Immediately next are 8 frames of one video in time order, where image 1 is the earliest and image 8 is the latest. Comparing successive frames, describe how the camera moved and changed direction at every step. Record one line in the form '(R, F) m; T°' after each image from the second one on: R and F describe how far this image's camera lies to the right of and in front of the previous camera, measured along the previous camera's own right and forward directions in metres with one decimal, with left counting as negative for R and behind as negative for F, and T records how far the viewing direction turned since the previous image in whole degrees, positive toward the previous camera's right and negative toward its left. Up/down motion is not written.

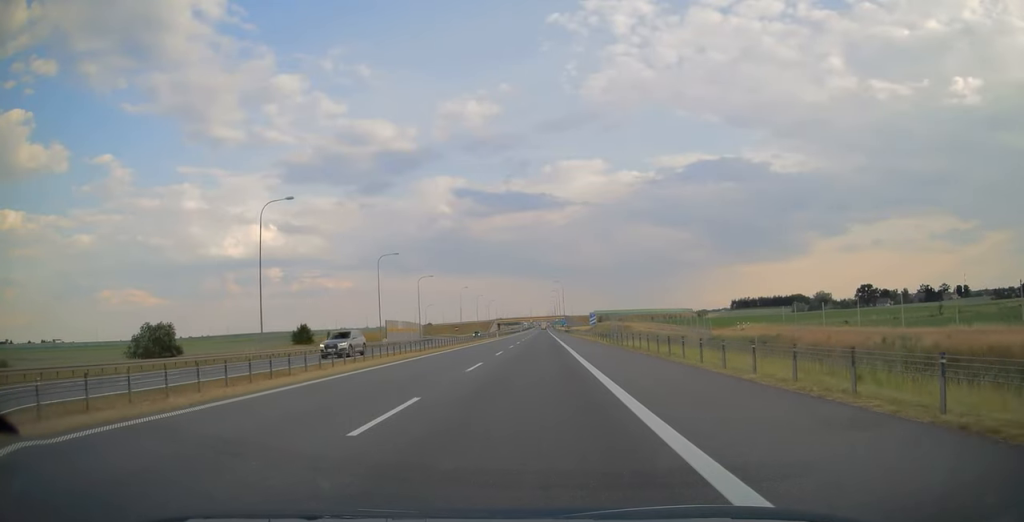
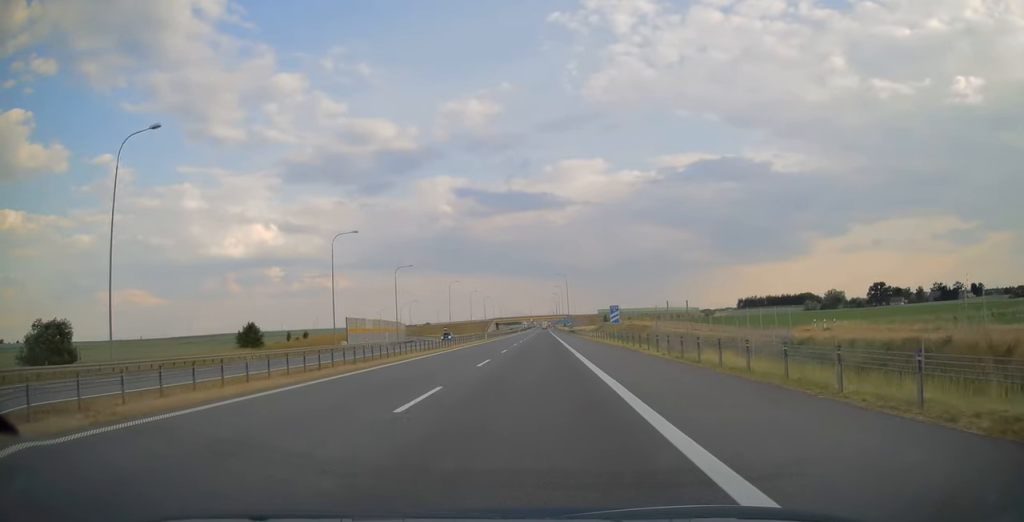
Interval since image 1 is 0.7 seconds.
(0.0, +21.6) m; 0°
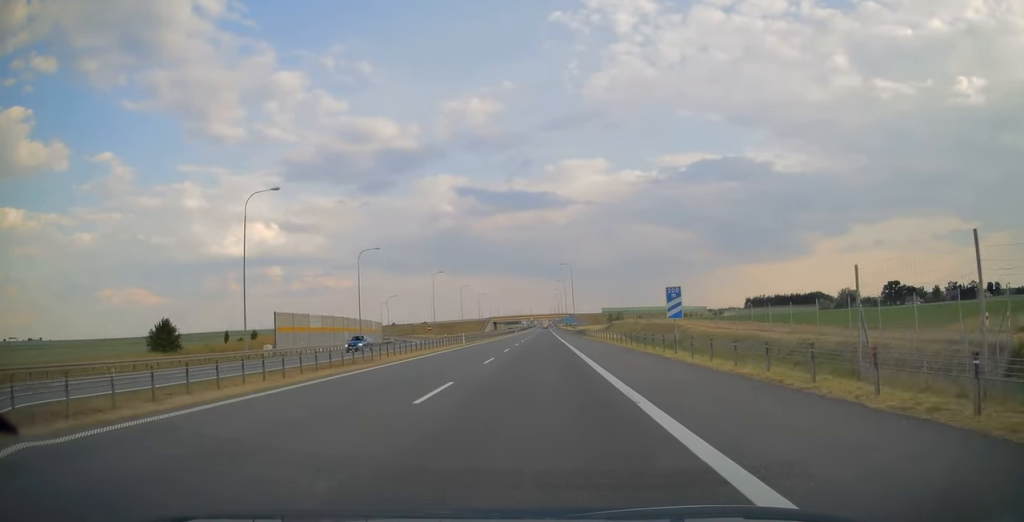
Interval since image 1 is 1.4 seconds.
(0.0, +23.3) m; 0°
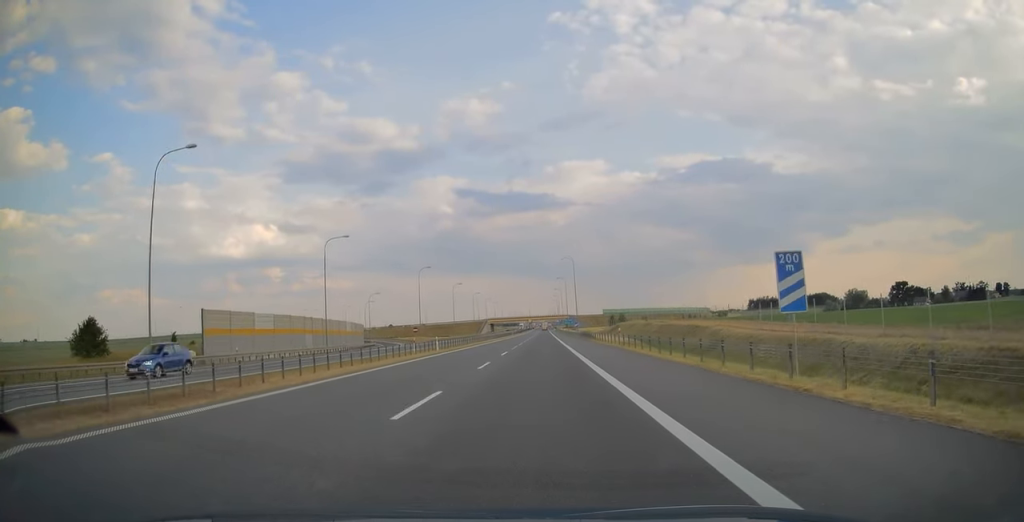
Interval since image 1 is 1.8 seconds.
(0.0, +13.9) m; 0°
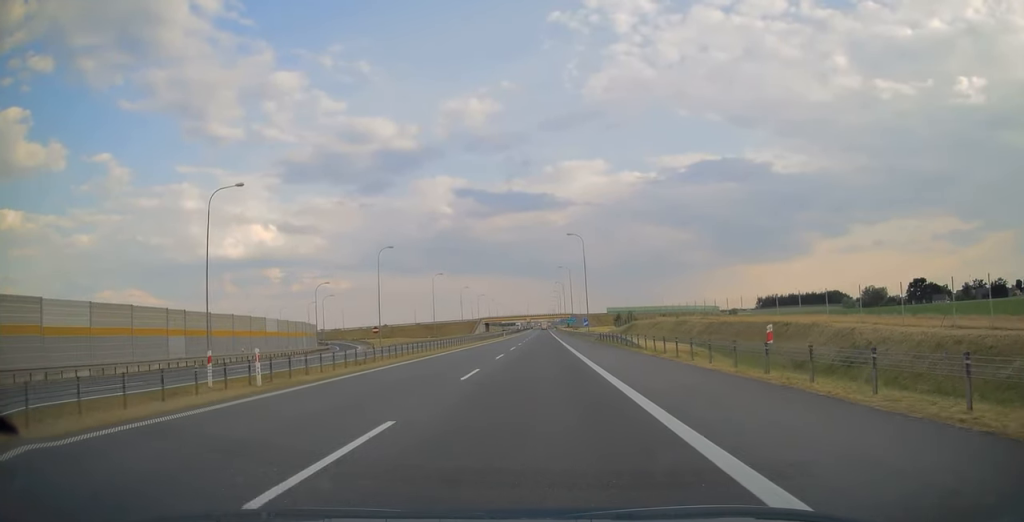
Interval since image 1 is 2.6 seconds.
(0.0, +28.3) m; 0°
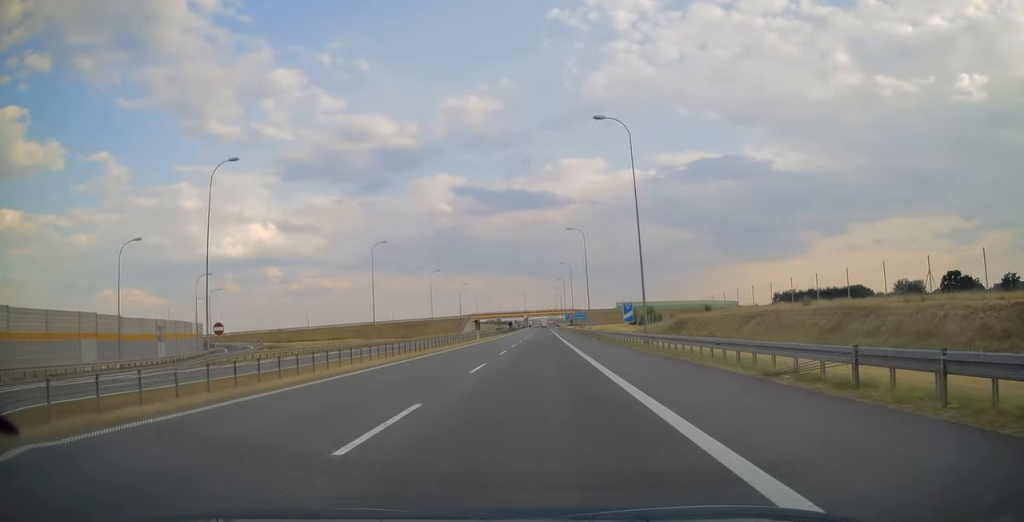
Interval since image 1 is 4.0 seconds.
(0.0, +46.7) m; 0°
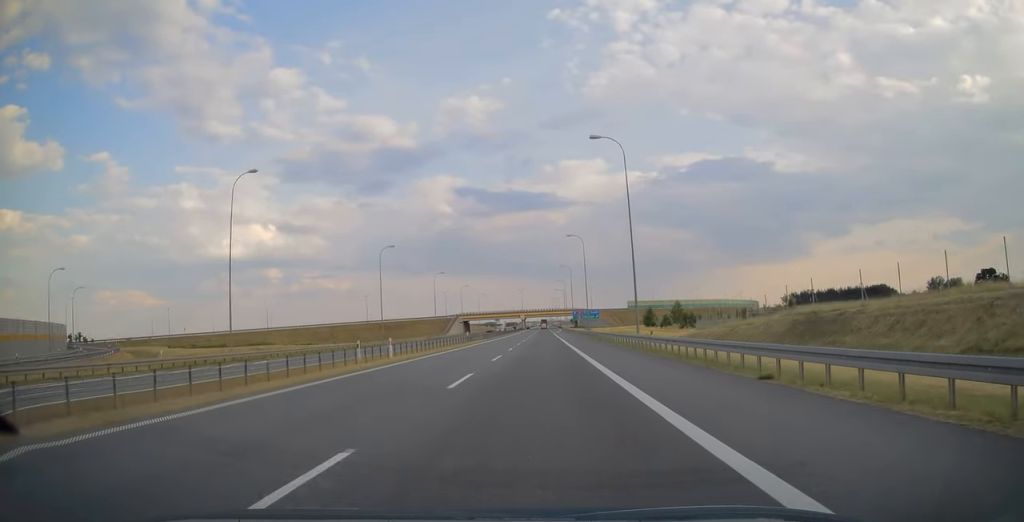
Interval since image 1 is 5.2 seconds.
(+0.1, +40.5) m; 0°
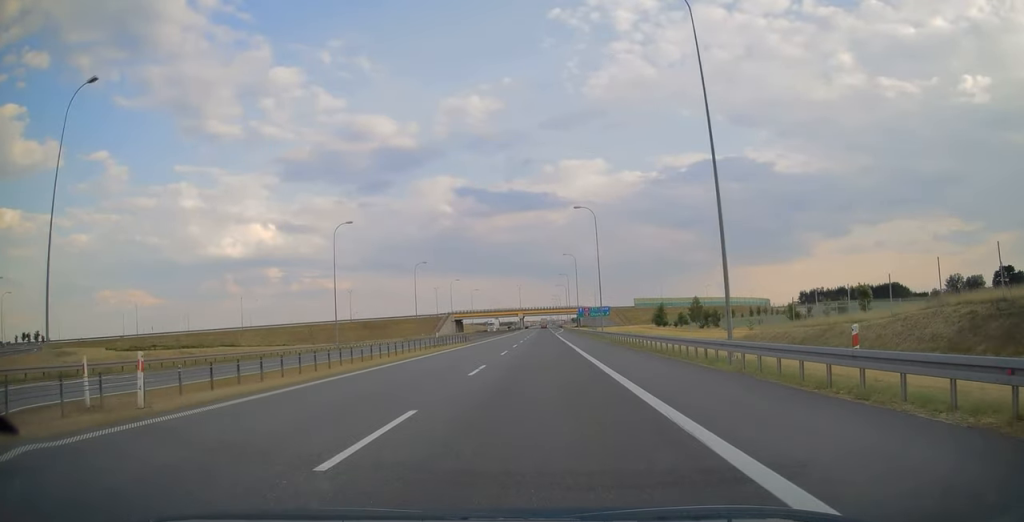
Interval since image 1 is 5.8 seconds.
(0.0, +20.0) m; 0°
